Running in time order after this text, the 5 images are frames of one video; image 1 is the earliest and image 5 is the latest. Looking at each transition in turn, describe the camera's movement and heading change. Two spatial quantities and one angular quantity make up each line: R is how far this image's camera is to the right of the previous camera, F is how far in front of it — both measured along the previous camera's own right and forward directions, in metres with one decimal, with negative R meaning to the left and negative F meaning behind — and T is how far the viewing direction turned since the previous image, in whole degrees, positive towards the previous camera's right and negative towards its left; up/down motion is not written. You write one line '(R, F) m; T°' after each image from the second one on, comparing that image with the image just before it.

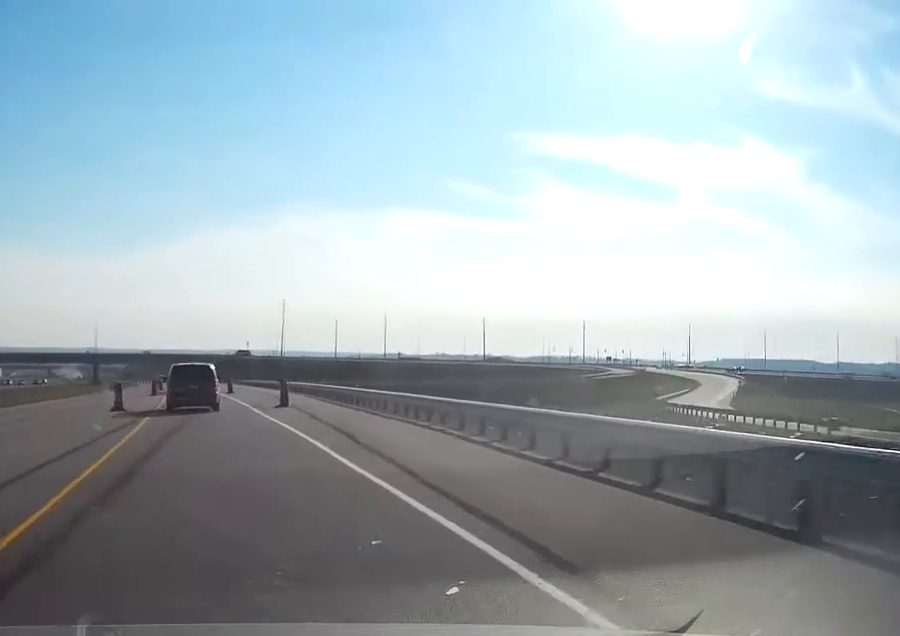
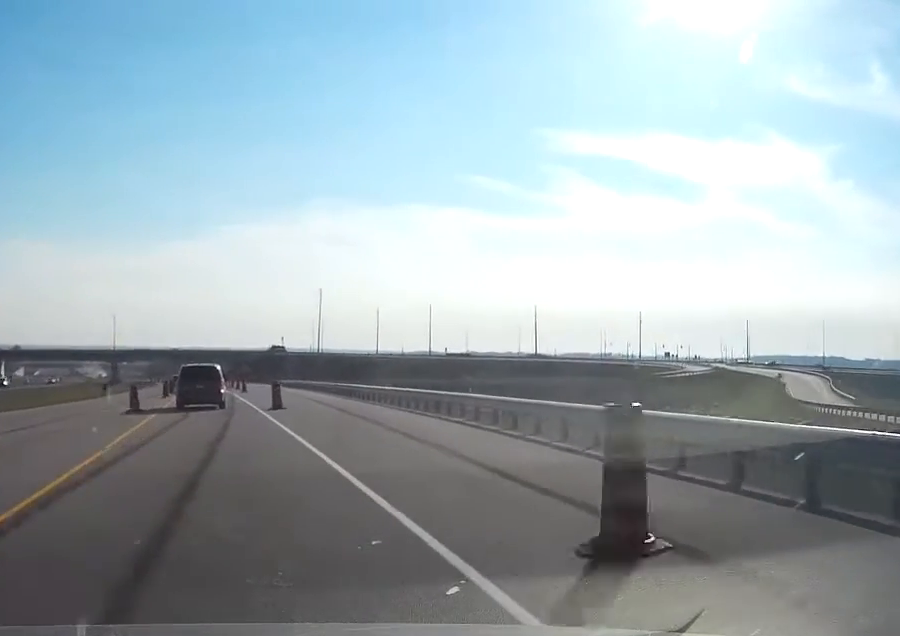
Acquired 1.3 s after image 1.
(-0.8, +29.4) m; -3°
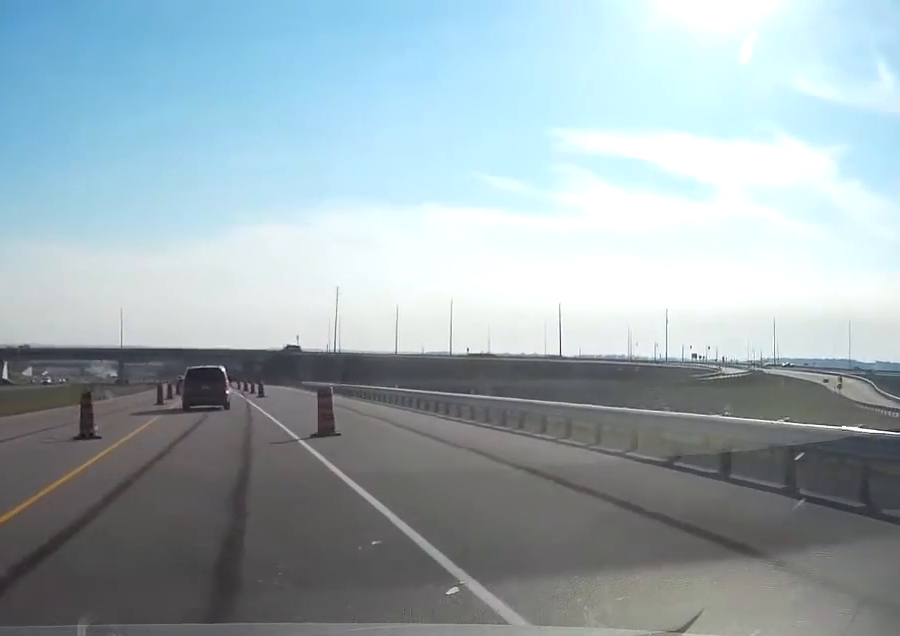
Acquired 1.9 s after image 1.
(0.0, +14.0) m; -1°
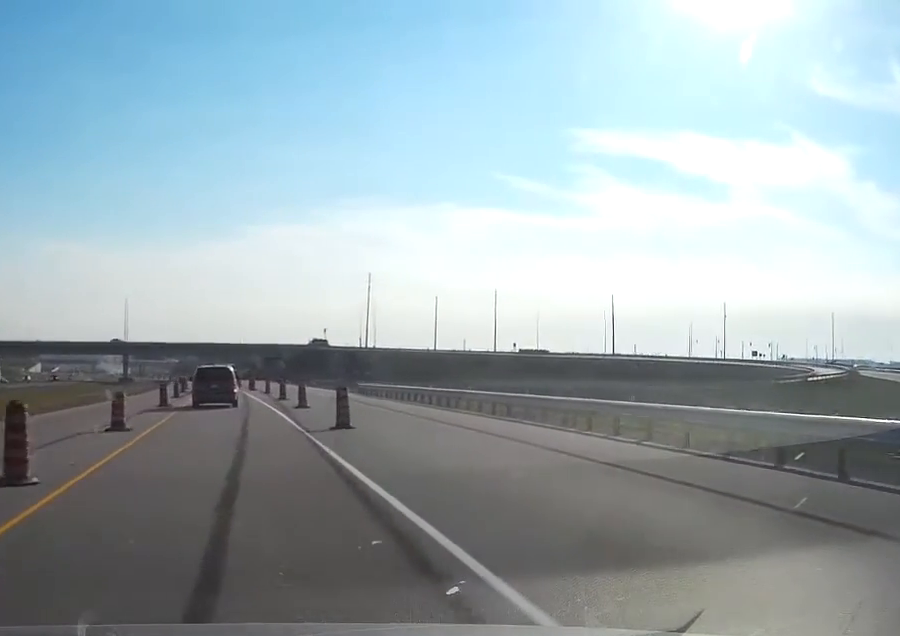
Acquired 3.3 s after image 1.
(-0.5, +34.0) m; -1°
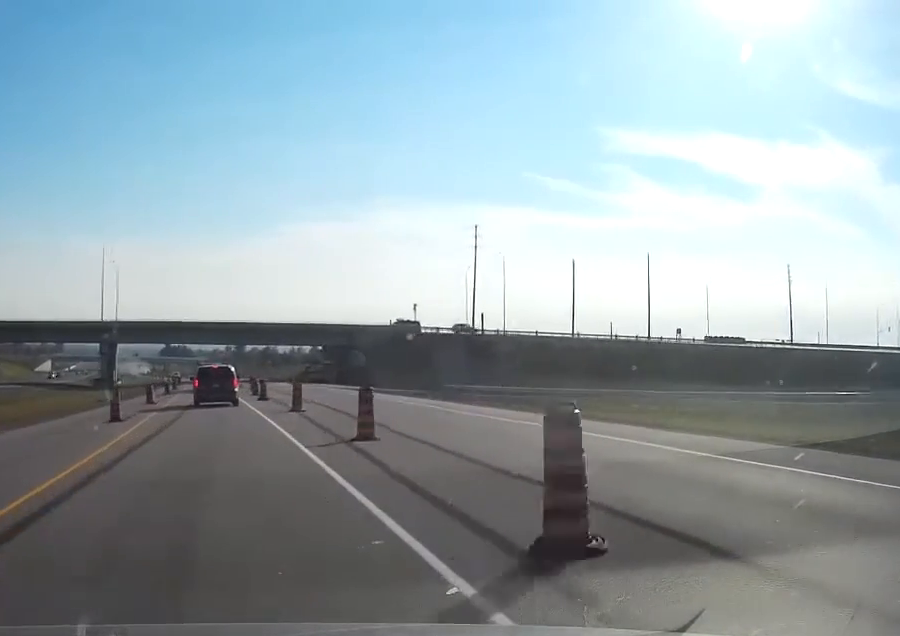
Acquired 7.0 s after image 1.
(-1.4, +91.0) m; -2°
